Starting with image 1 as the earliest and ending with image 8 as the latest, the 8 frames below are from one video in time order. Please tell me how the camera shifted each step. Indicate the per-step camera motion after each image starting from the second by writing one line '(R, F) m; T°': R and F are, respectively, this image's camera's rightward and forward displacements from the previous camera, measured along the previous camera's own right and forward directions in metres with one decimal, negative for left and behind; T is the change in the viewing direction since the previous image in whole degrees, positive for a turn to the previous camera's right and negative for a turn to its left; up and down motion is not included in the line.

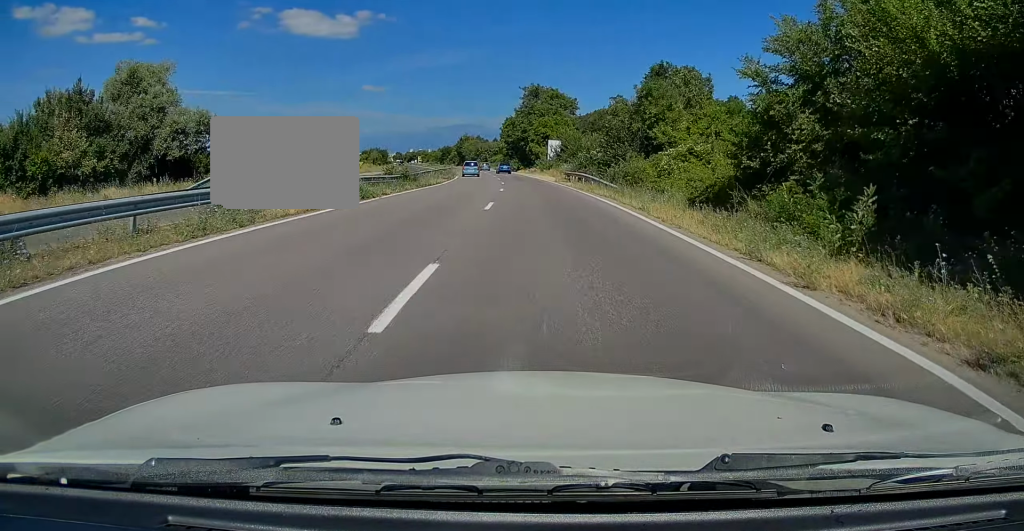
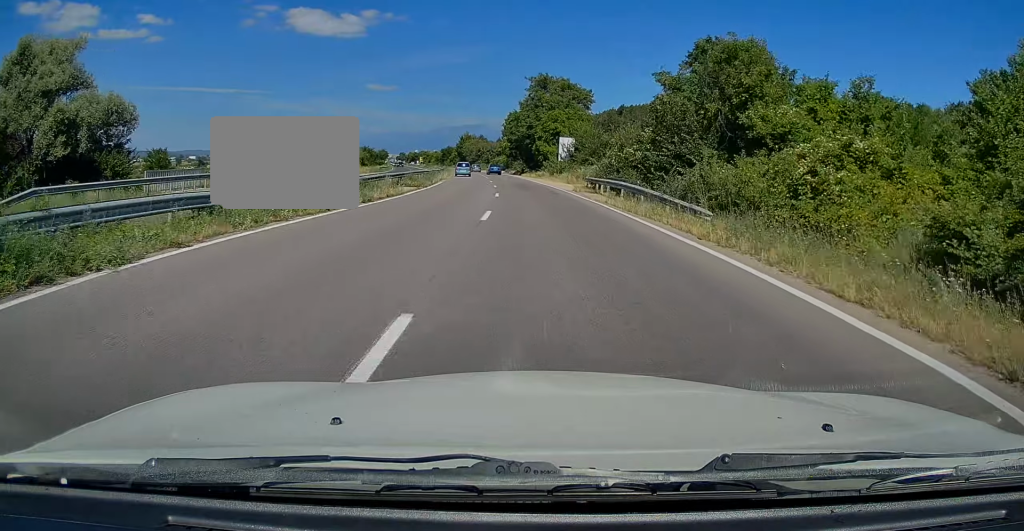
(-0.1, +15.0) m; -1°
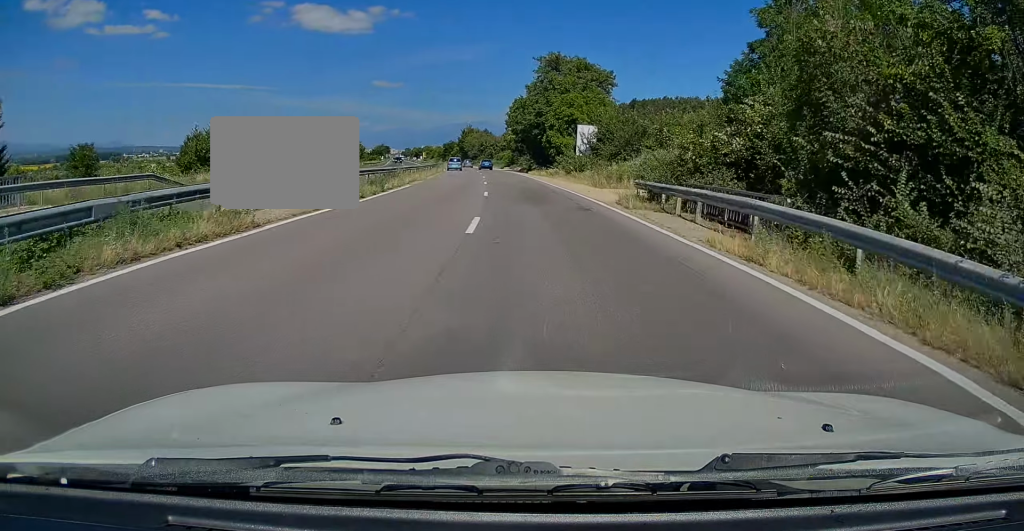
(+0.1, +15.2) m; 0°
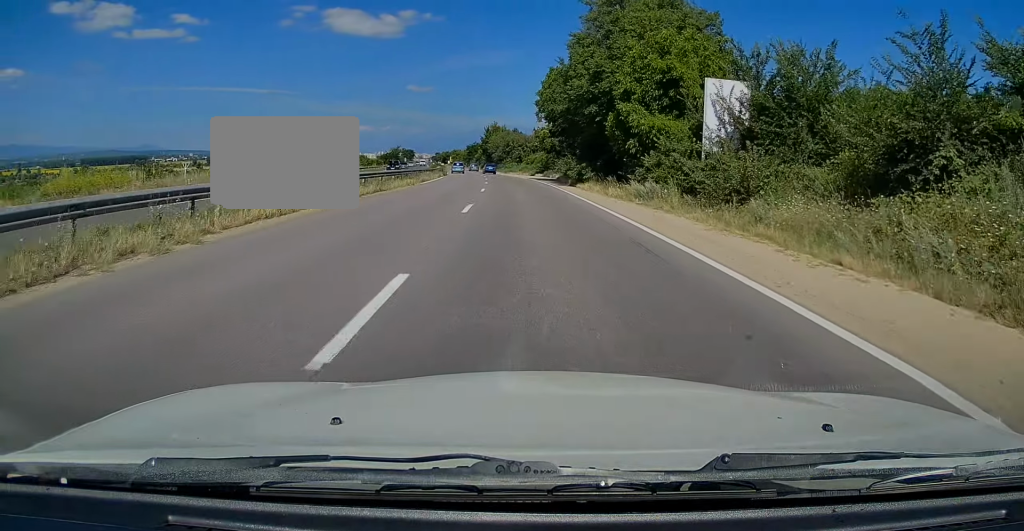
(-0.3, +31.4) m; -1°
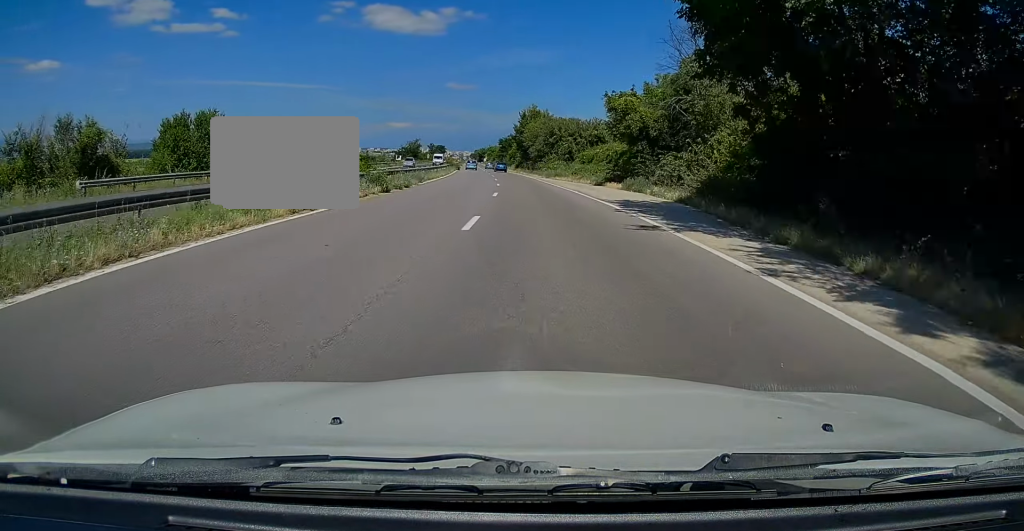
(-1.5, +40.8) m; -4°
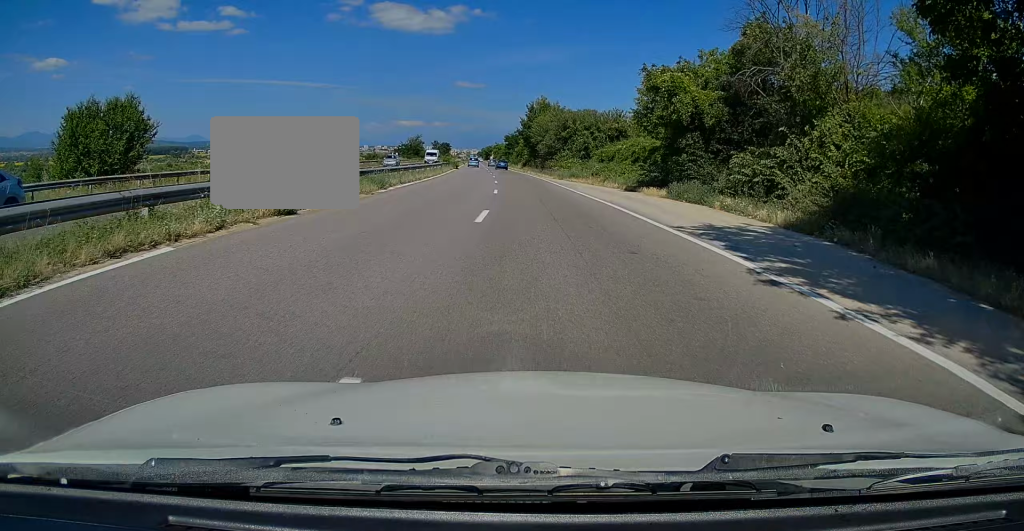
(-0.1, +11.2) m; -1°
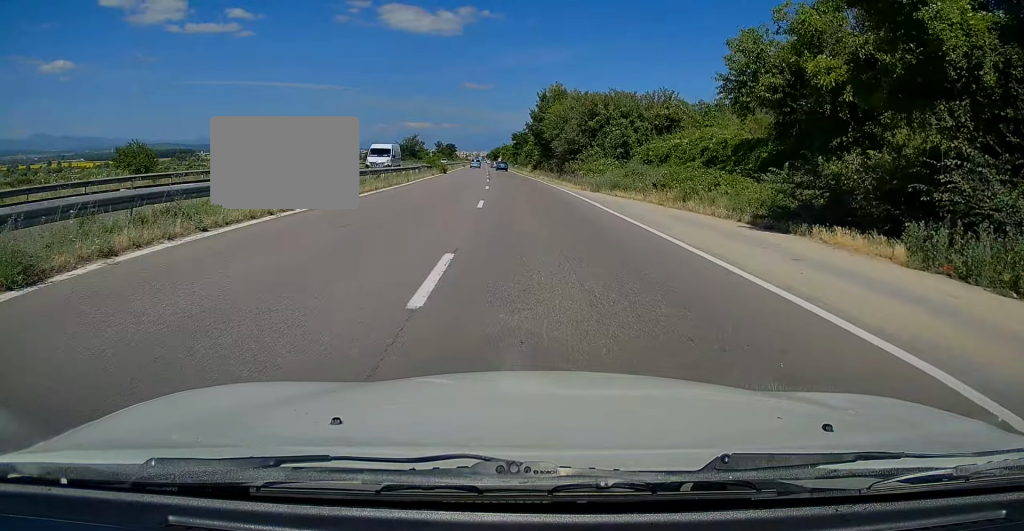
(-0.4, +19.5) m; -1°
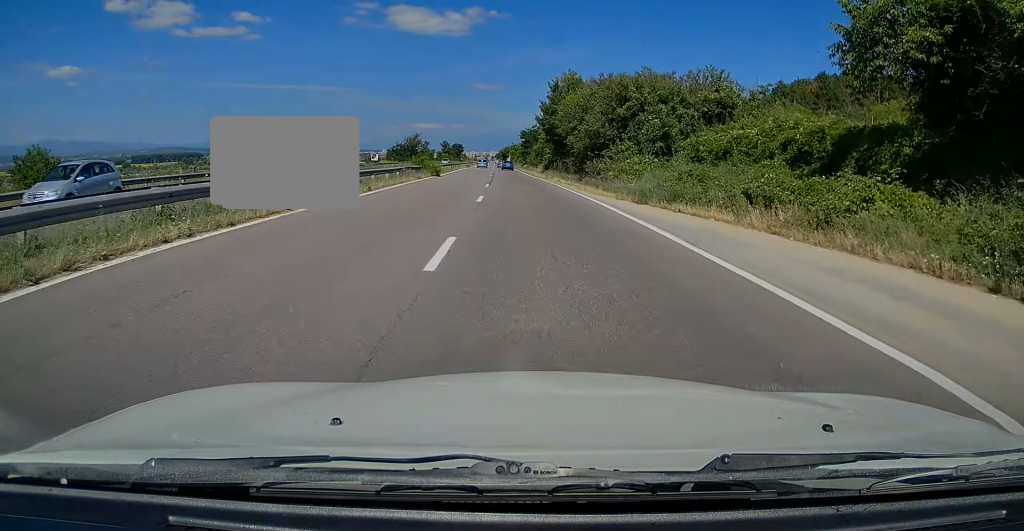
(0.0, +10.4) m; 0°
